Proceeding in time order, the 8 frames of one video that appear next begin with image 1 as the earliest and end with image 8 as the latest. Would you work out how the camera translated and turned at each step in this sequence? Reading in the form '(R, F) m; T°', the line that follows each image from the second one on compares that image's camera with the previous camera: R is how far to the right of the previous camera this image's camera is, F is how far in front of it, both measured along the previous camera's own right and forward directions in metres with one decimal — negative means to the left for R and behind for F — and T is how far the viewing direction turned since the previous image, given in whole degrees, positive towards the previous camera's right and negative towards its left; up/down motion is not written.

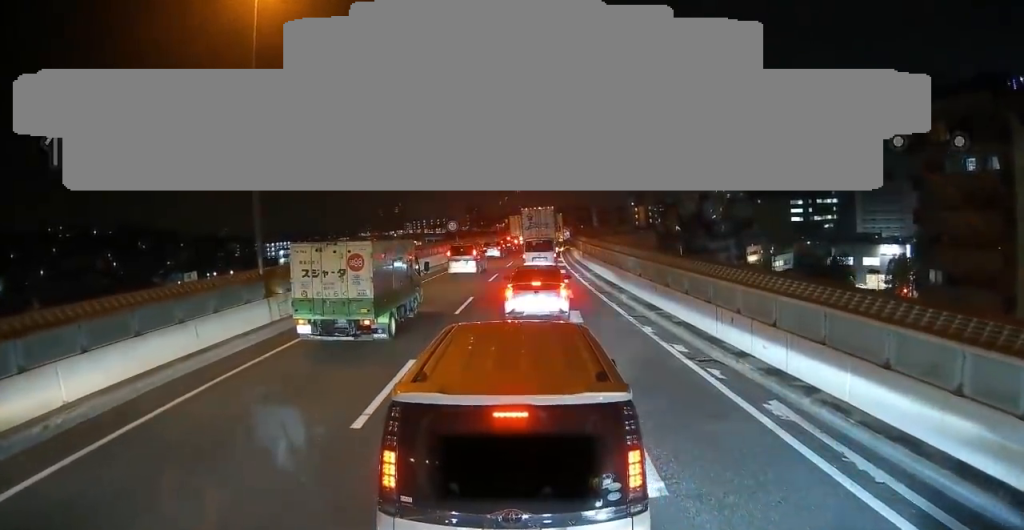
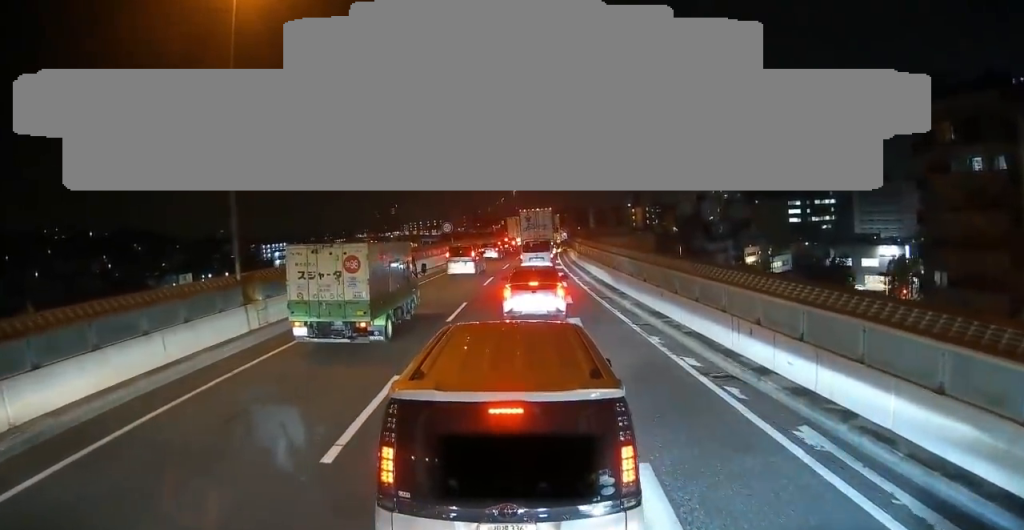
(0.0, +1.0) m; 0°
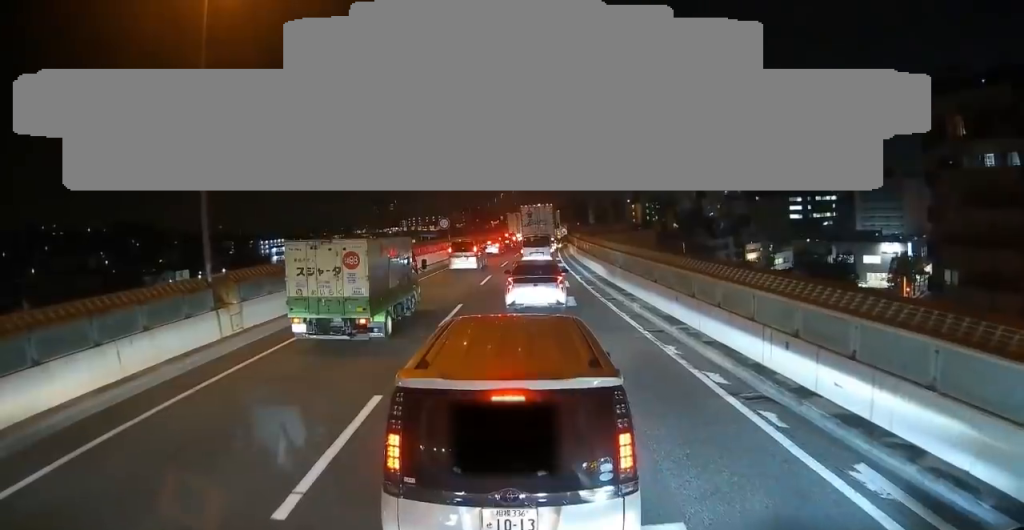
(0.0, +1.3) m; 0°
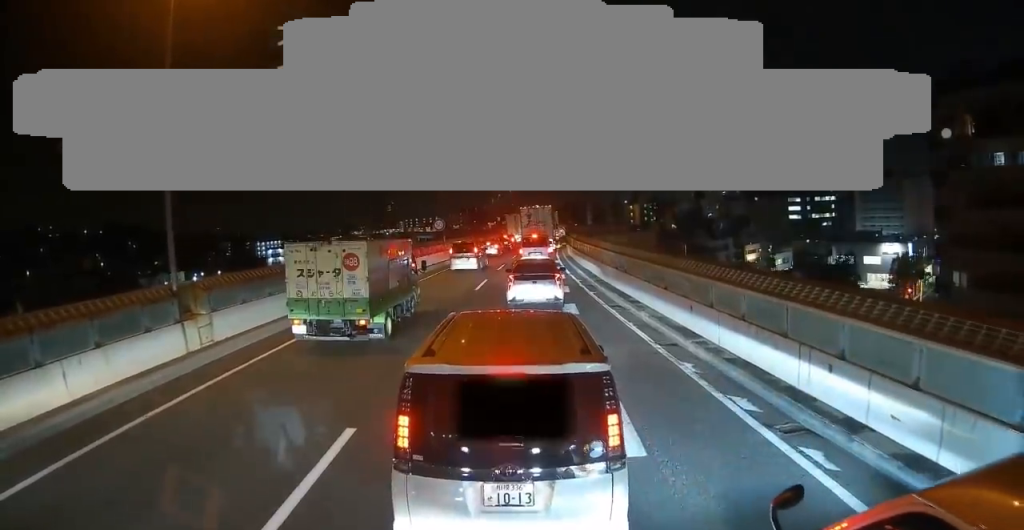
(0.0, +1.4) m; 0°
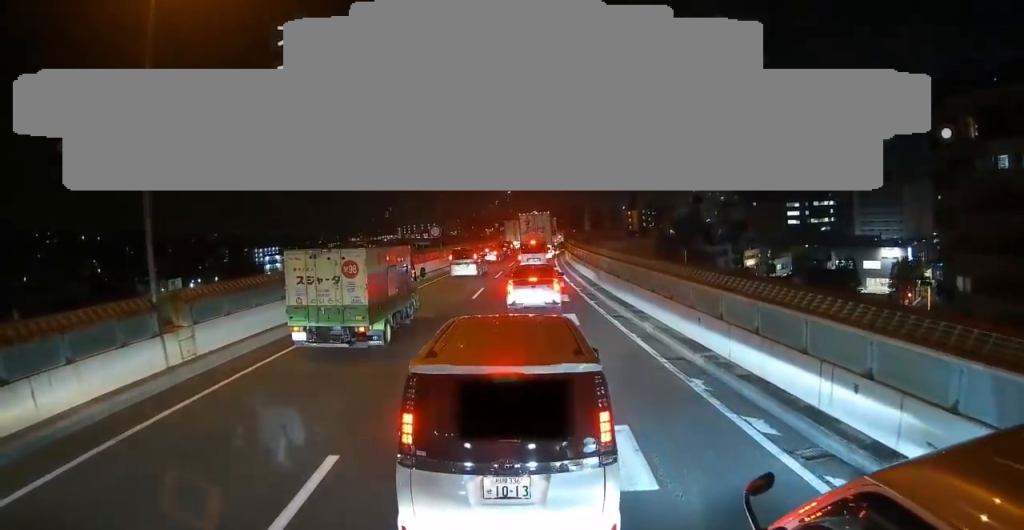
(0.0, +0.7) m; 0°
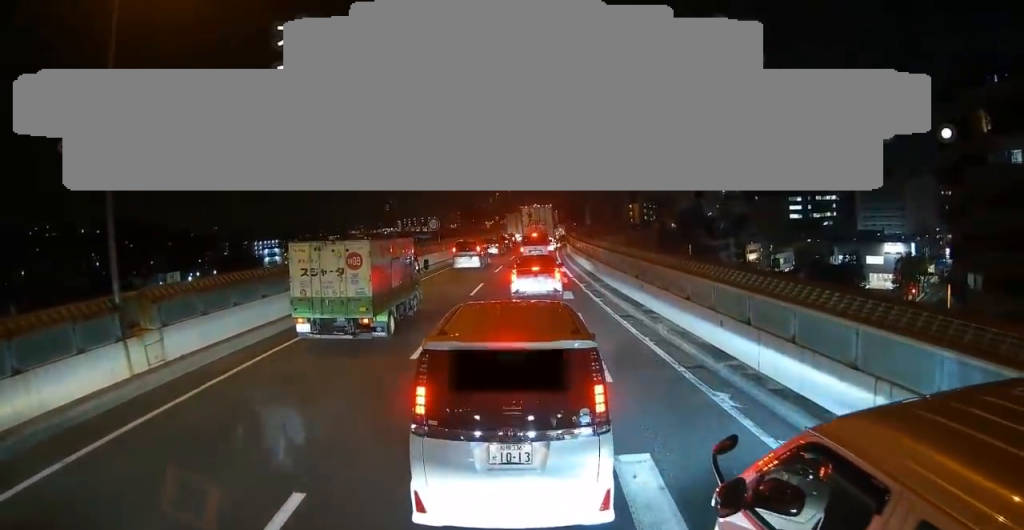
(0.0, +1.2) m; 0°
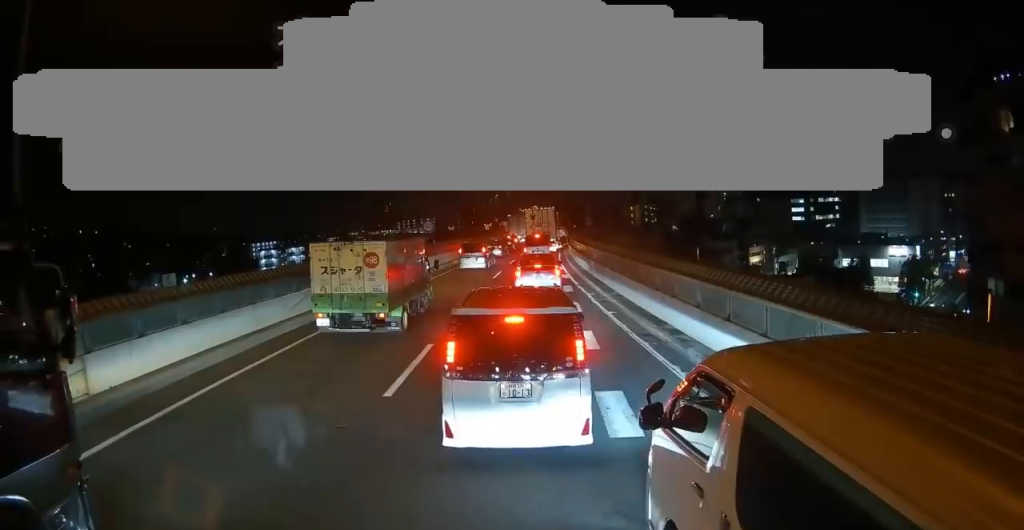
(0.0, +2.5) m; 0°
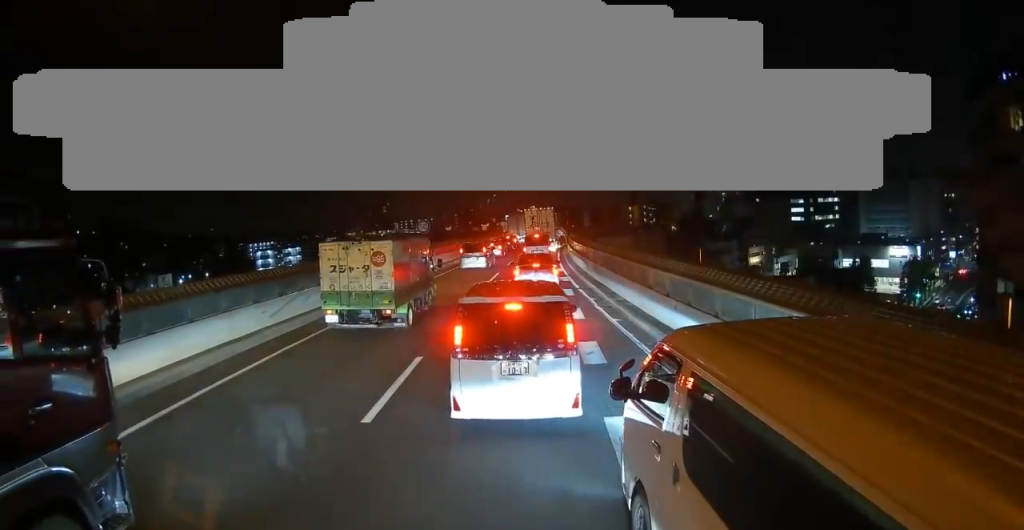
(0.0, +1.2) m; 0°
